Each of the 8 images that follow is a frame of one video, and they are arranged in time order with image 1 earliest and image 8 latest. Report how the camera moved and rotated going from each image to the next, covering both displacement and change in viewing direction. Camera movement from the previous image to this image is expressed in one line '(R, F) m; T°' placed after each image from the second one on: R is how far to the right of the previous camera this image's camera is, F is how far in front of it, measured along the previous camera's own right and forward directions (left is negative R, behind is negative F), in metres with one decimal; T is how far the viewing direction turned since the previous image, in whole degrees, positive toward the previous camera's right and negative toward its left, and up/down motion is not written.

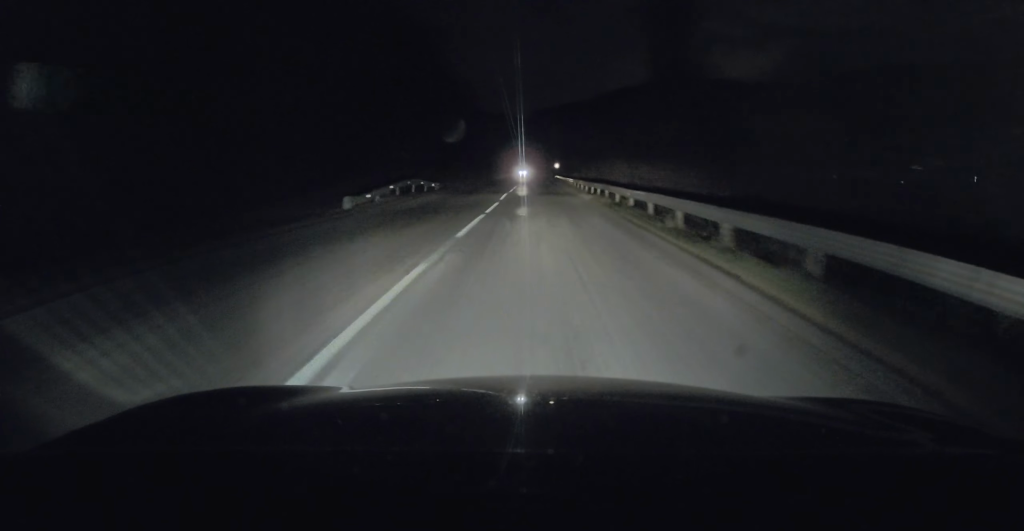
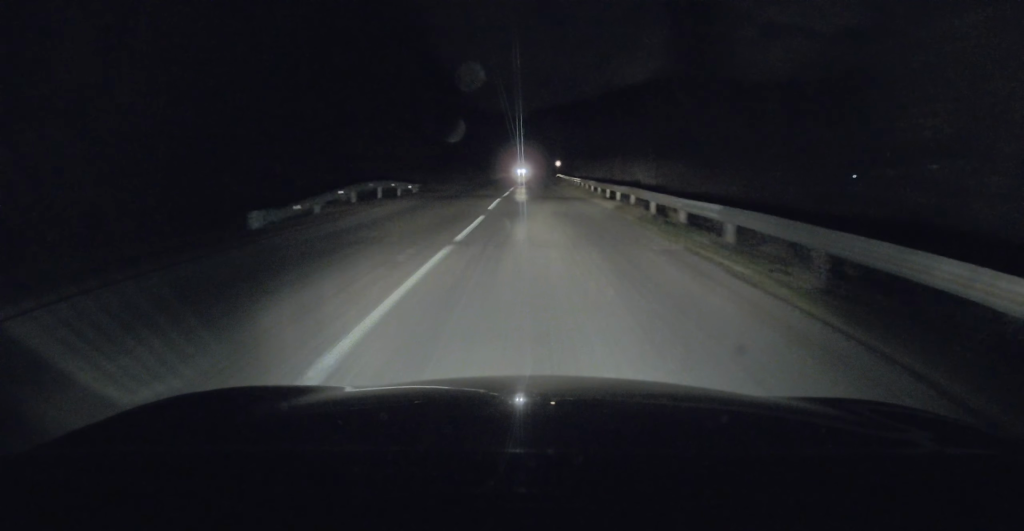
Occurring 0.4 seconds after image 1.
(0.0, +7.7) m; 0°
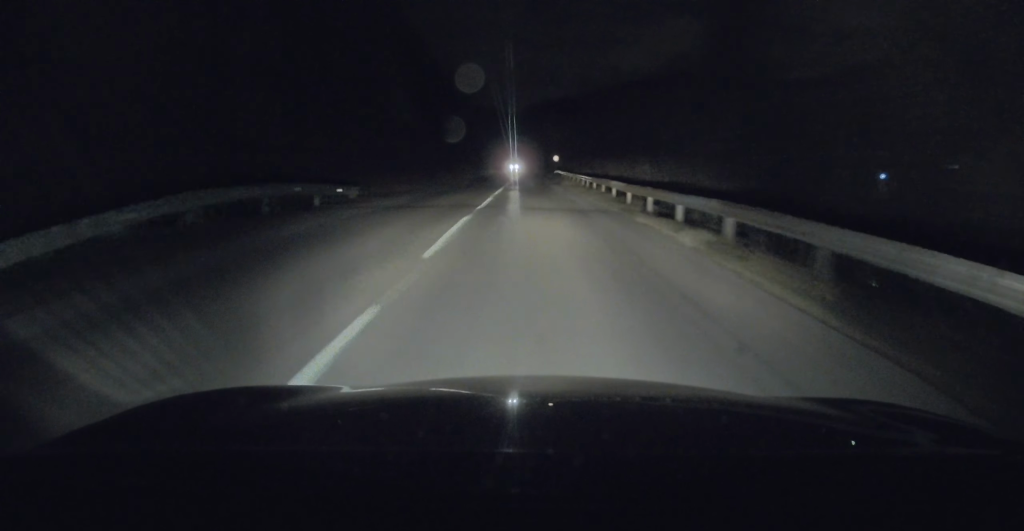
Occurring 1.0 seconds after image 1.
(+0.1, +11.5) m; -1°
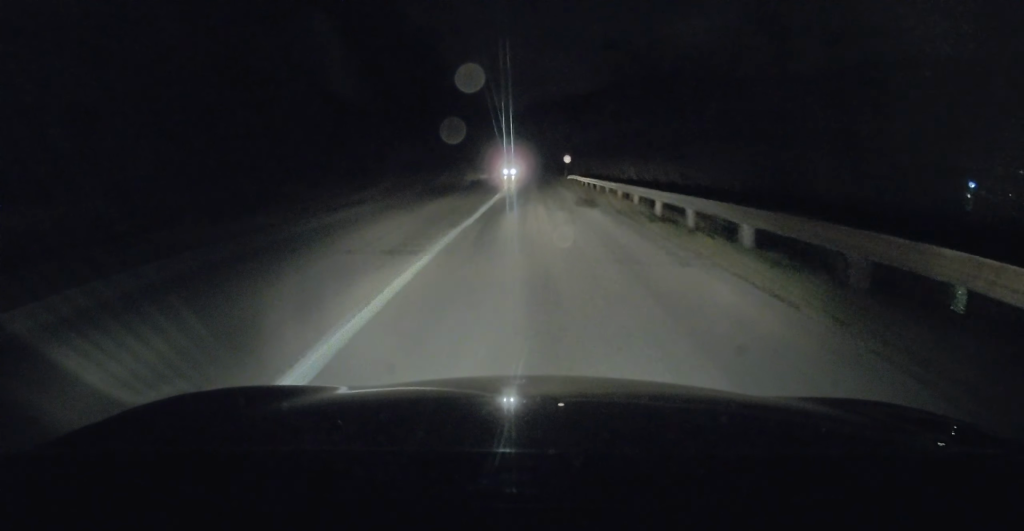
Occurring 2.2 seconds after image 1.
(-0.4, +23.6) m; -1°
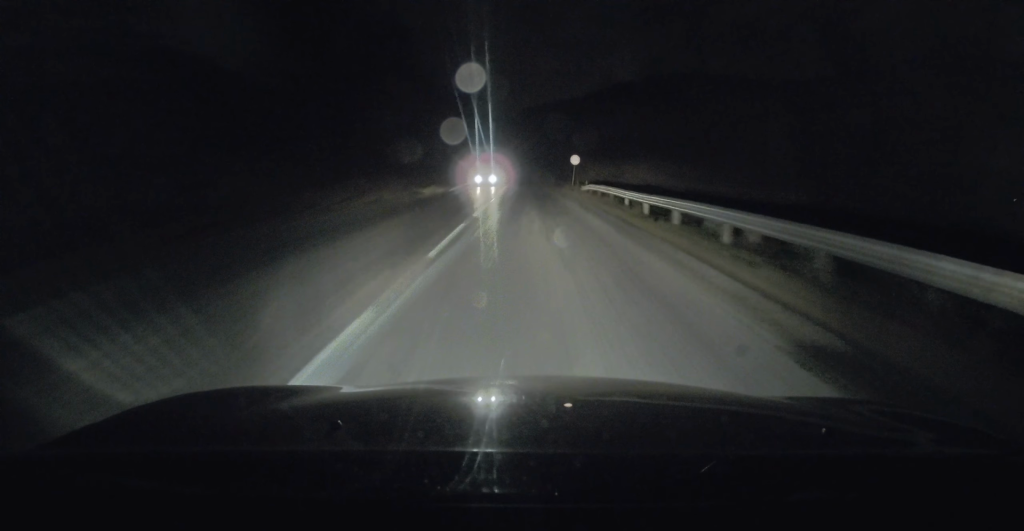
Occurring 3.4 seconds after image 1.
(+0.3, +22.1) m; +1°
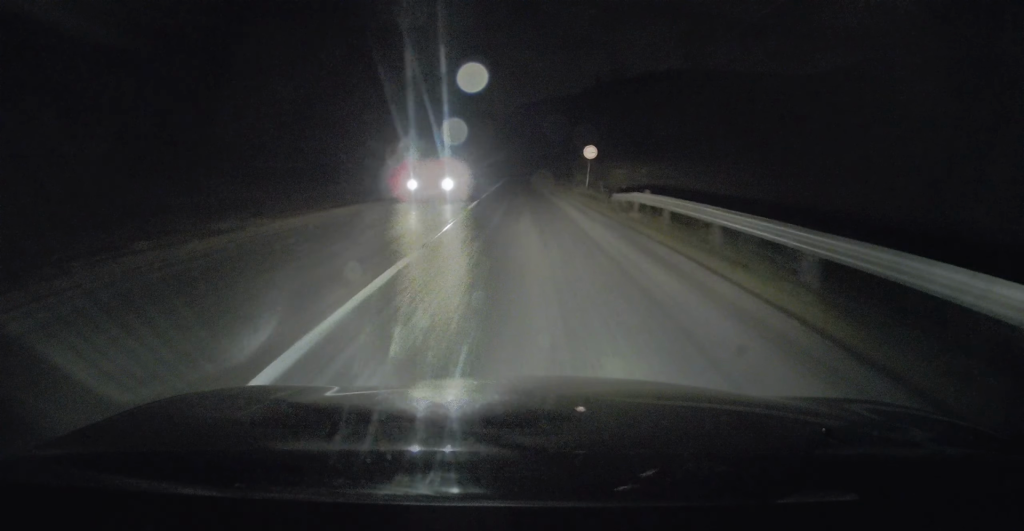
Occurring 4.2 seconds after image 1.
(+0.1, +15.0) m; 0°
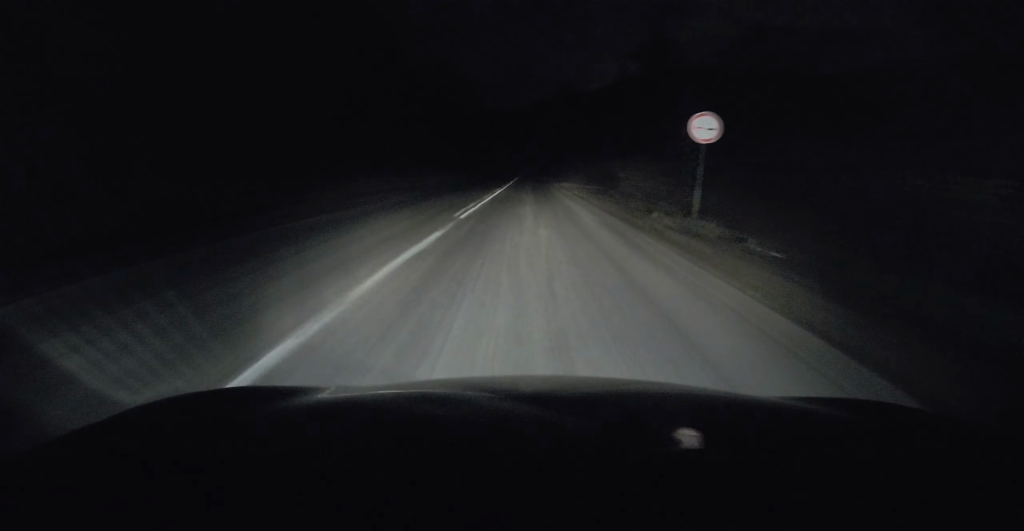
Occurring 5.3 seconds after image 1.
(-0.3, +21.3) m; -2°
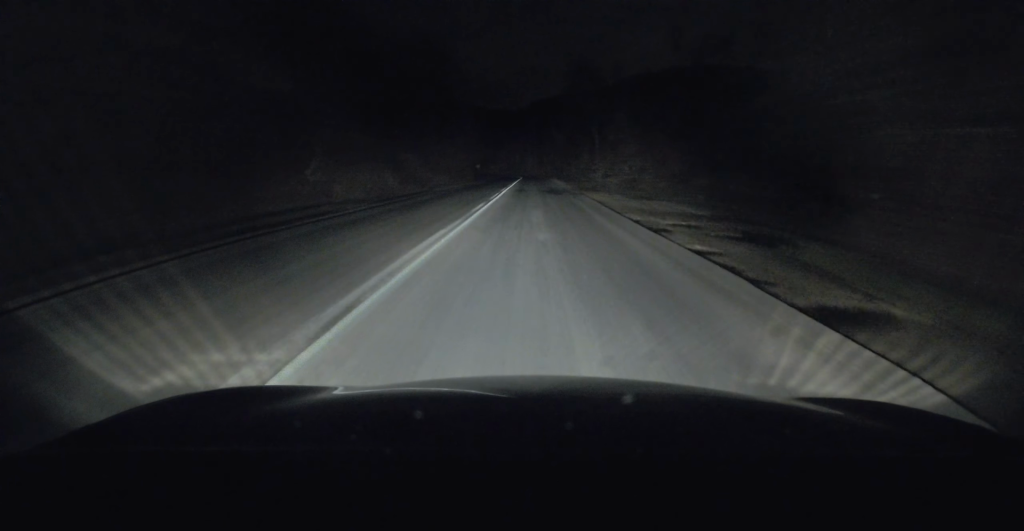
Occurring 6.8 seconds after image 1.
(-0.2, +27.2) m; 0°
